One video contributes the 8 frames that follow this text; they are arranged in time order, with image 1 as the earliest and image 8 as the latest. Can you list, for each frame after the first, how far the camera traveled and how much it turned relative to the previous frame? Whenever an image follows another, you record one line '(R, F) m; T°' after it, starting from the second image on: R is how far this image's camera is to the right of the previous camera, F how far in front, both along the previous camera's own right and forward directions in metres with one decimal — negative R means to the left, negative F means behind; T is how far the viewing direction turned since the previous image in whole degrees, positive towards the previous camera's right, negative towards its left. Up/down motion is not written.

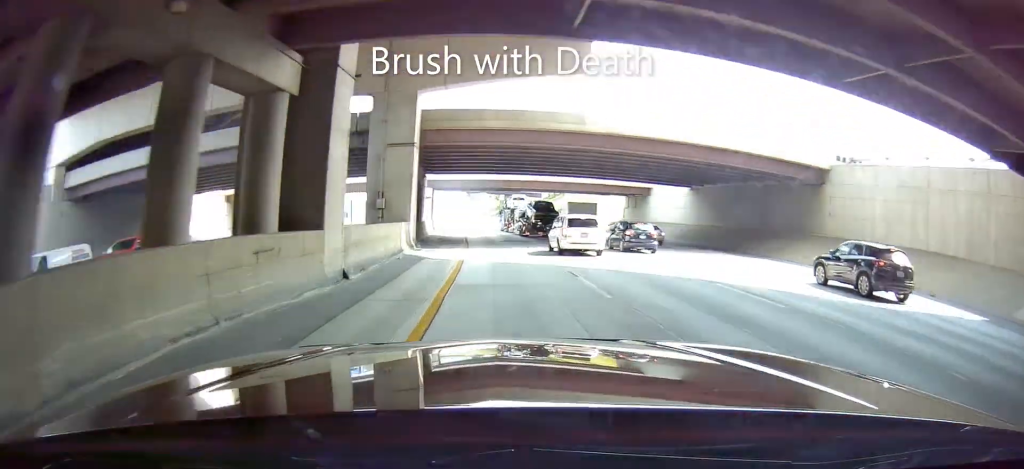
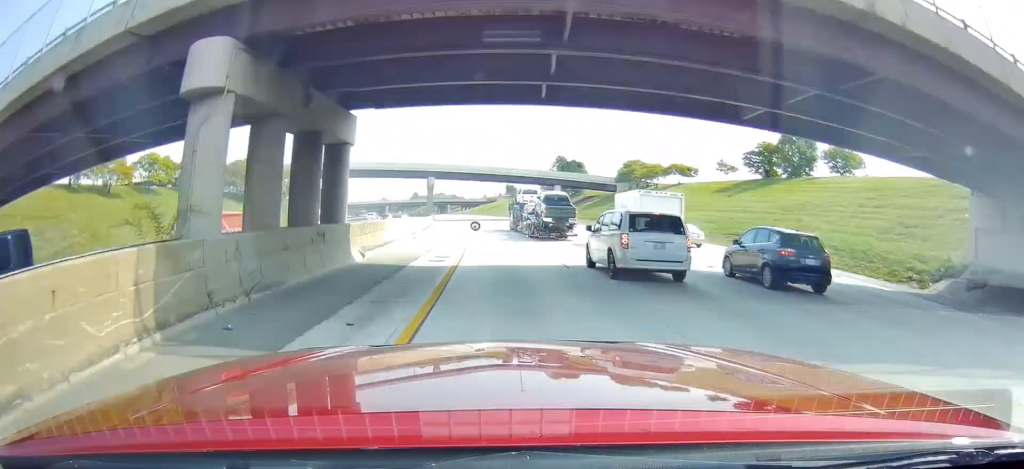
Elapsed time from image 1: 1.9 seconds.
(-0.1, +57.9) m; 0°
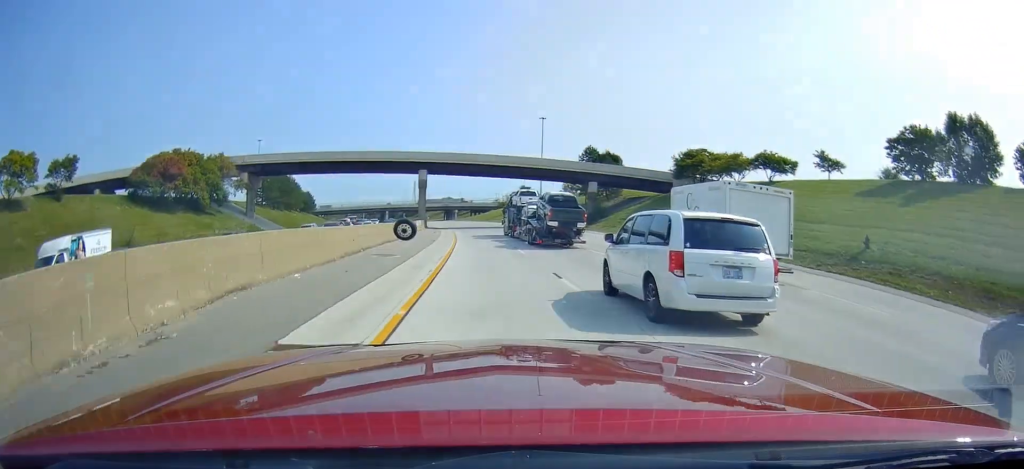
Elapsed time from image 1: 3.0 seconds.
(0.0, +31.7) m; -2°
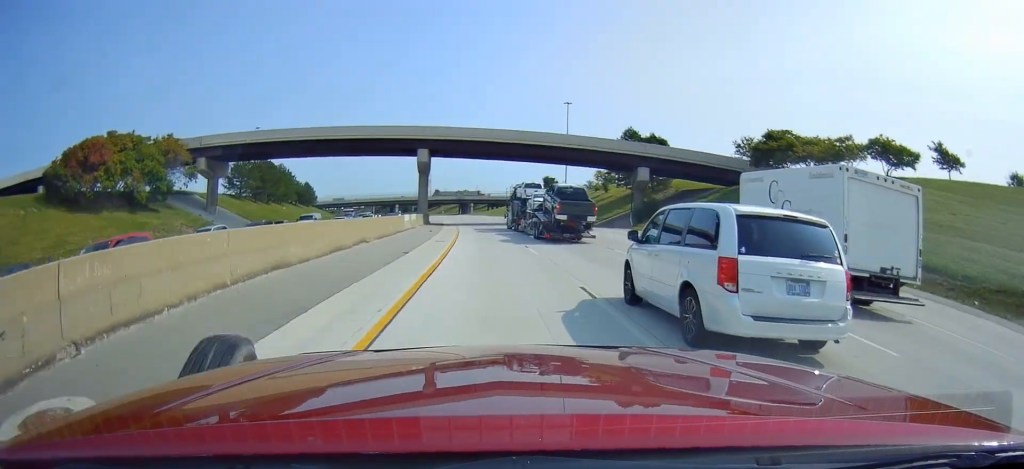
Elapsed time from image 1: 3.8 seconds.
(0.0, +21.4) m; -4°
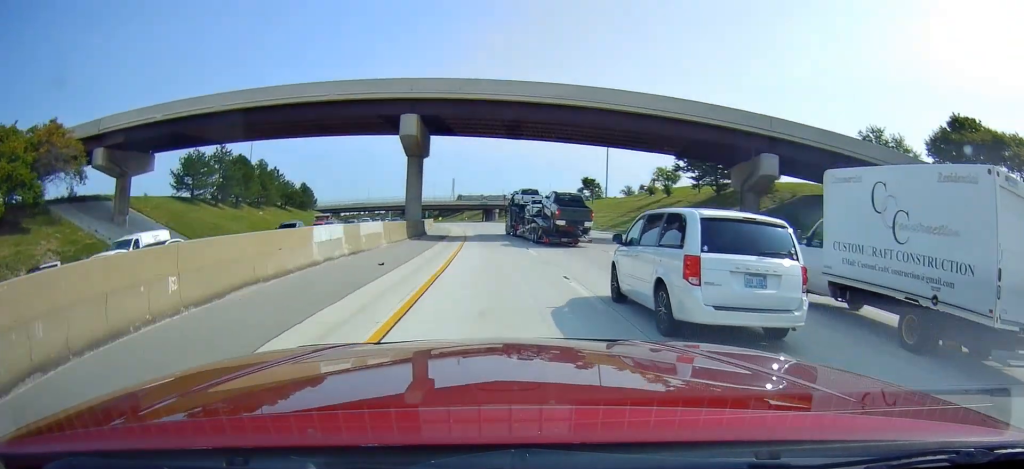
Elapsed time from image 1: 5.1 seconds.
(-2.6, +28.9) m; -7°
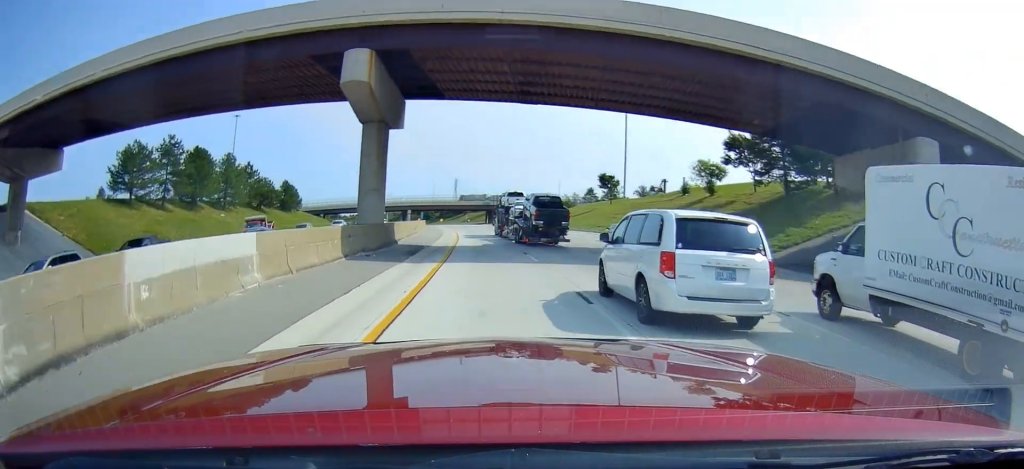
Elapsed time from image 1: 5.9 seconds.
(-0.4, +17.7) m; -1°
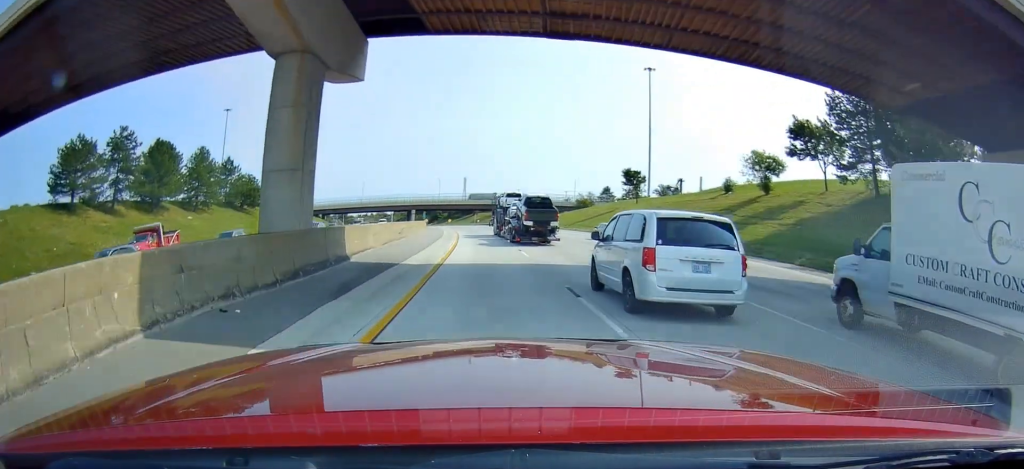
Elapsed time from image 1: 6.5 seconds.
(0.0, +13.6) m; 0°
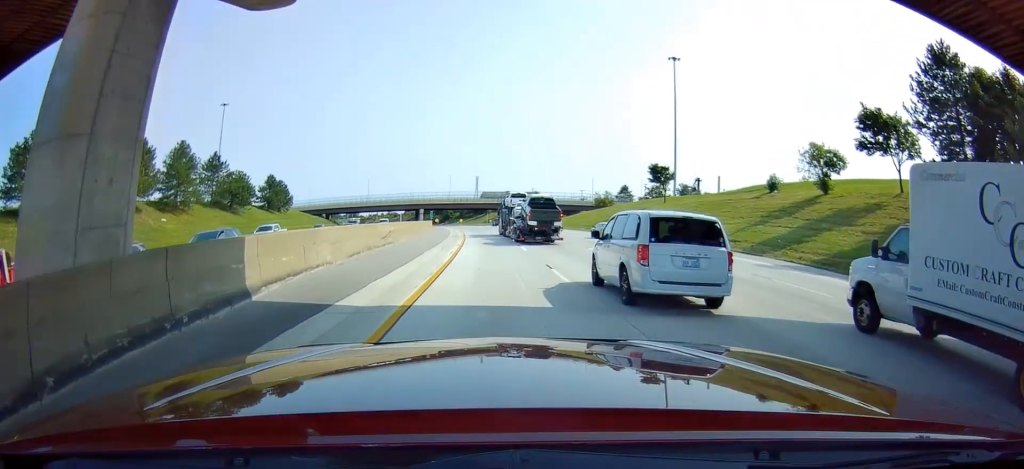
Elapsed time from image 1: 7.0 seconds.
(0.0, +10.0) m; -1°
